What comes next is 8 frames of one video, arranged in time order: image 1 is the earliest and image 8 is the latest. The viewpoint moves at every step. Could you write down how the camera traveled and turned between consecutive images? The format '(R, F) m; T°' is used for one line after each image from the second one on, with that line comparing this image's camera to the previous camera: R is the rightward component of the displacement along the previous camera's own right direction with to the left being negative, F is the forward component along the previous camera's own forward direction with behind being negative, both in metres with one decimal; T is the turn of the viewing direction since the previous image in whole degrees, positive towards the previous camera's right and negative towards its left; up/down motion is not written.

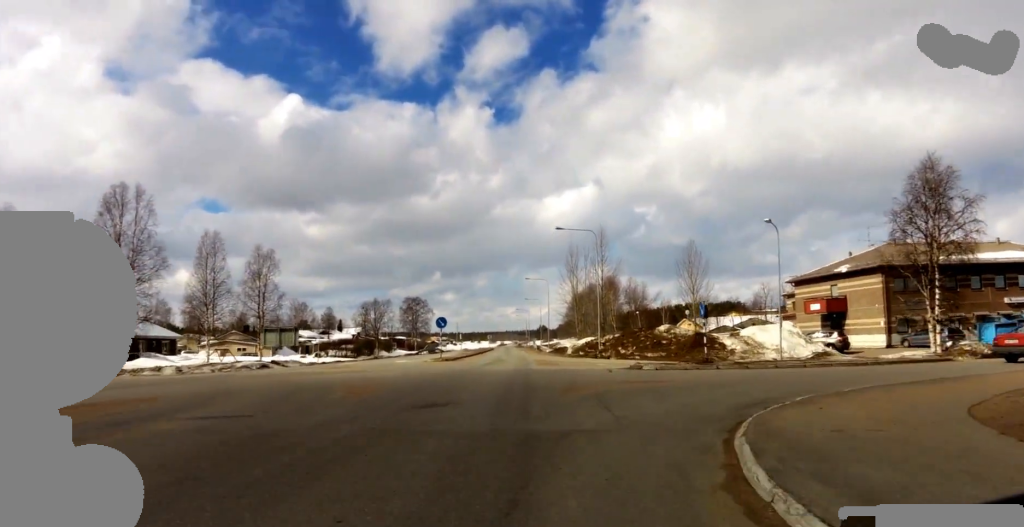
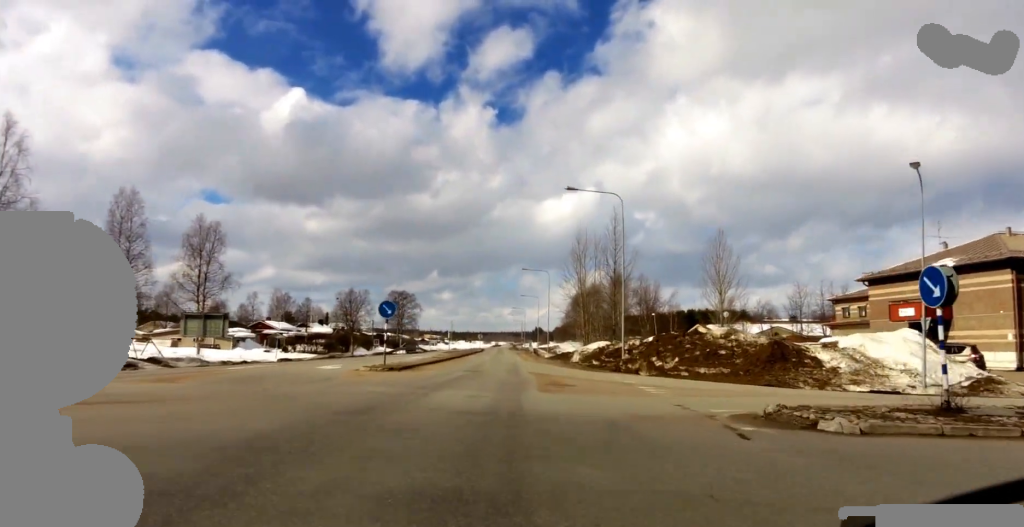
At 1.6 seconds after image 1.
(-0.1, +12.6) m; 0°
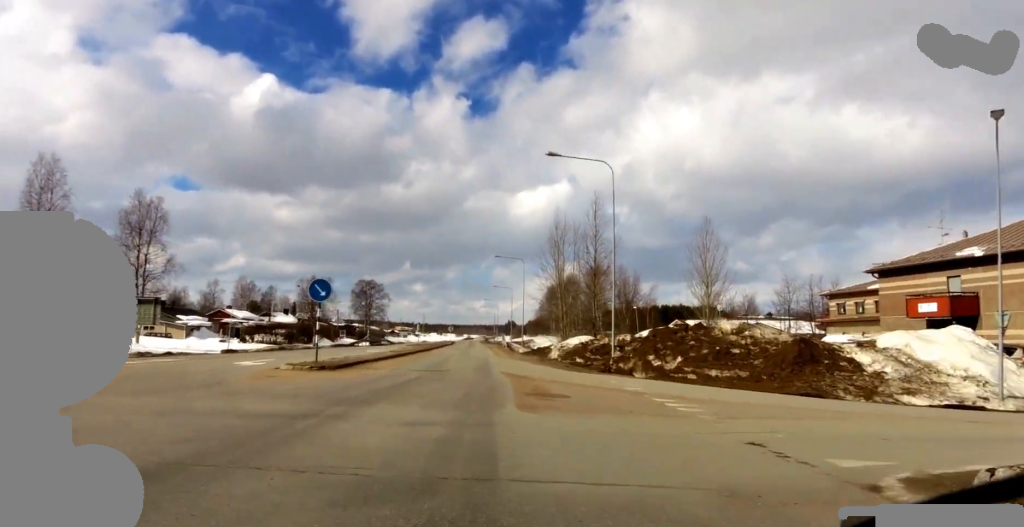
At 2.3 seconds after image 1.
(-0.2, +4.9) m; -1°
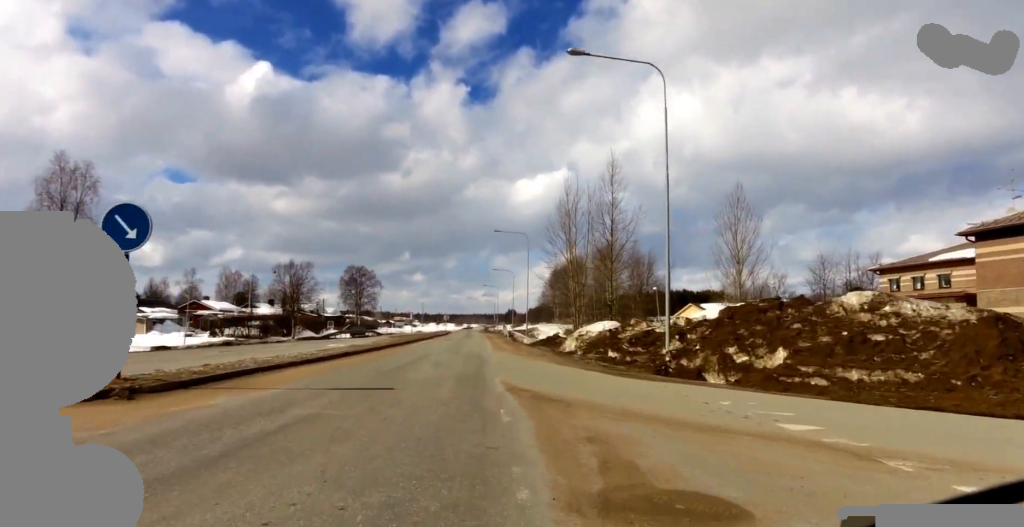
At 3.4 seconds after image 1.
(-0.2, +8.9) m; -1°
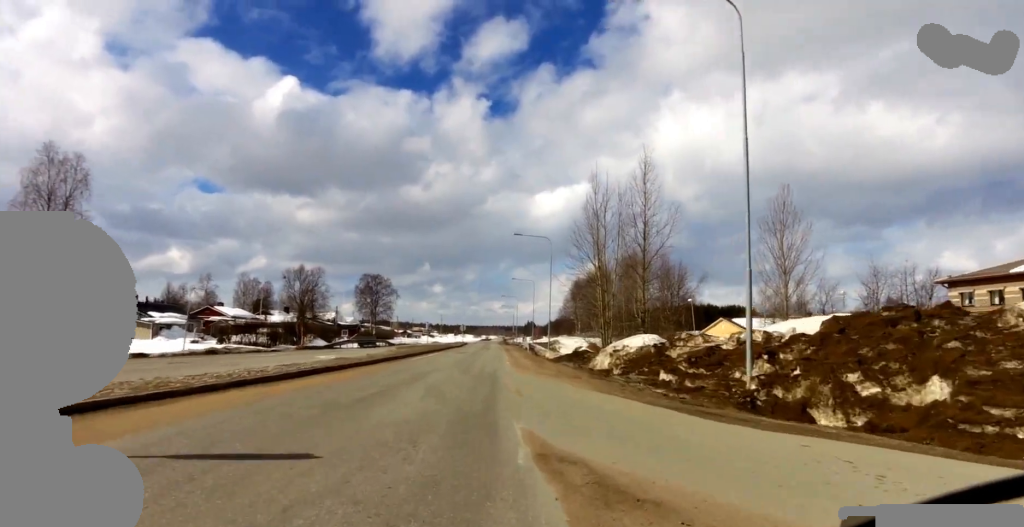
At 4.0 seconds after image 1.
(+0.2, +4.7) m; 0°
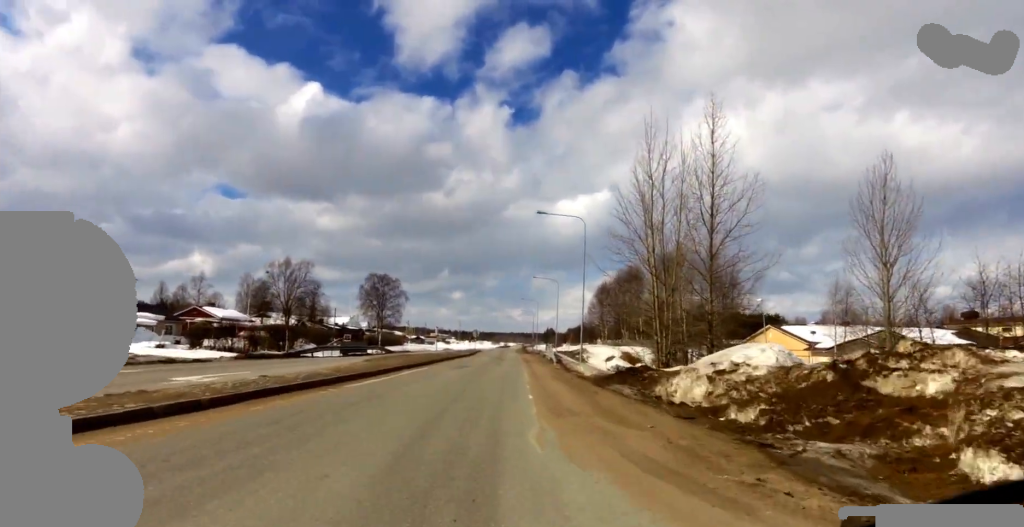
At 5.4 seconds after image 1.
(+0.1, +11.1) m; +2°
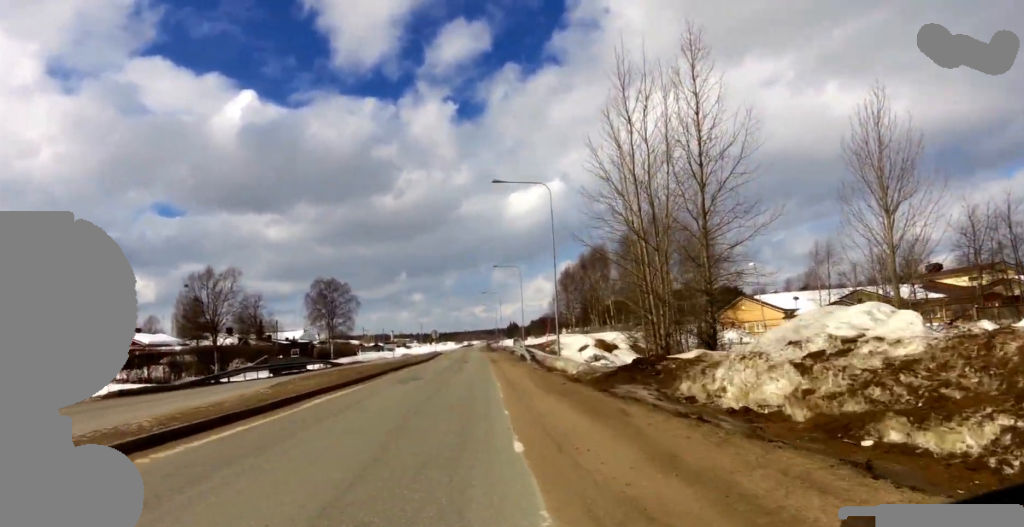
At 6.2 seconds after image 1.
(0.0, +6.2) m; -1°
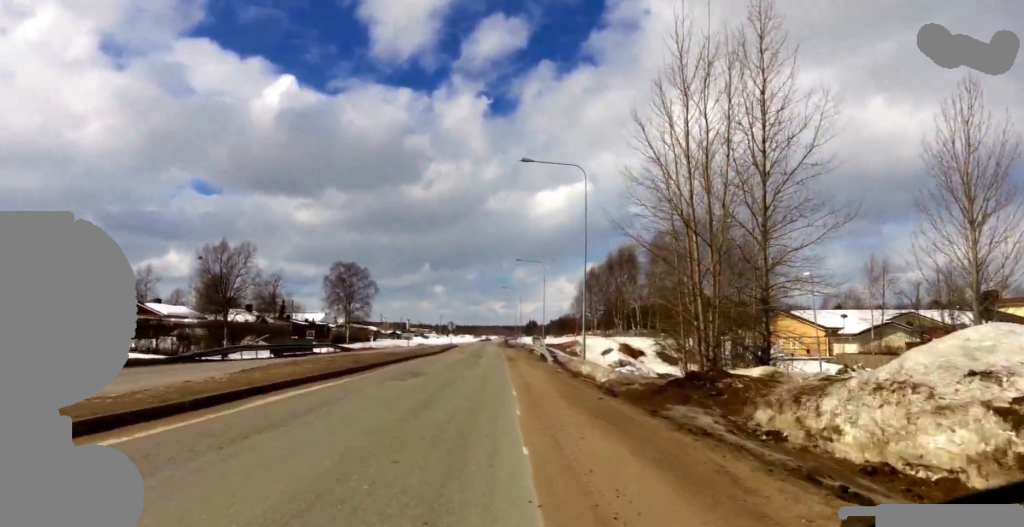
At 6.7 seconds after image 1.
(-0.4, +3.4) m; -1°
